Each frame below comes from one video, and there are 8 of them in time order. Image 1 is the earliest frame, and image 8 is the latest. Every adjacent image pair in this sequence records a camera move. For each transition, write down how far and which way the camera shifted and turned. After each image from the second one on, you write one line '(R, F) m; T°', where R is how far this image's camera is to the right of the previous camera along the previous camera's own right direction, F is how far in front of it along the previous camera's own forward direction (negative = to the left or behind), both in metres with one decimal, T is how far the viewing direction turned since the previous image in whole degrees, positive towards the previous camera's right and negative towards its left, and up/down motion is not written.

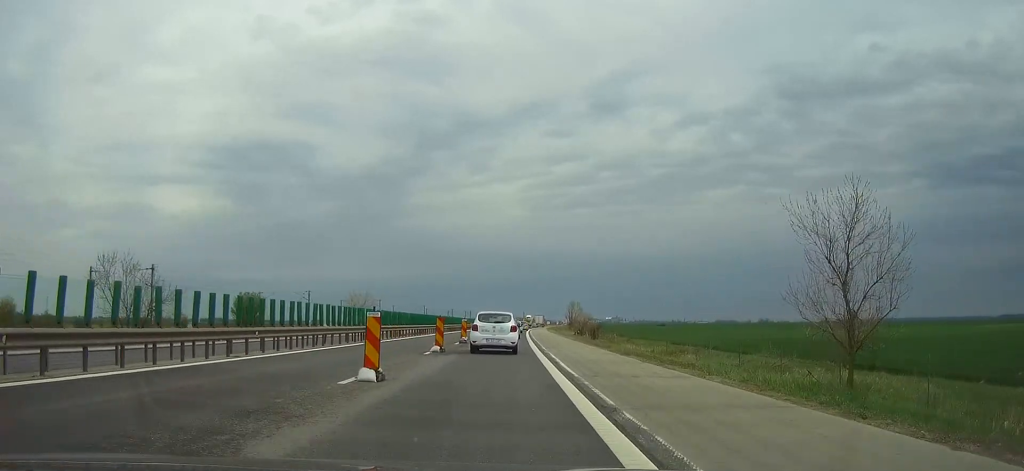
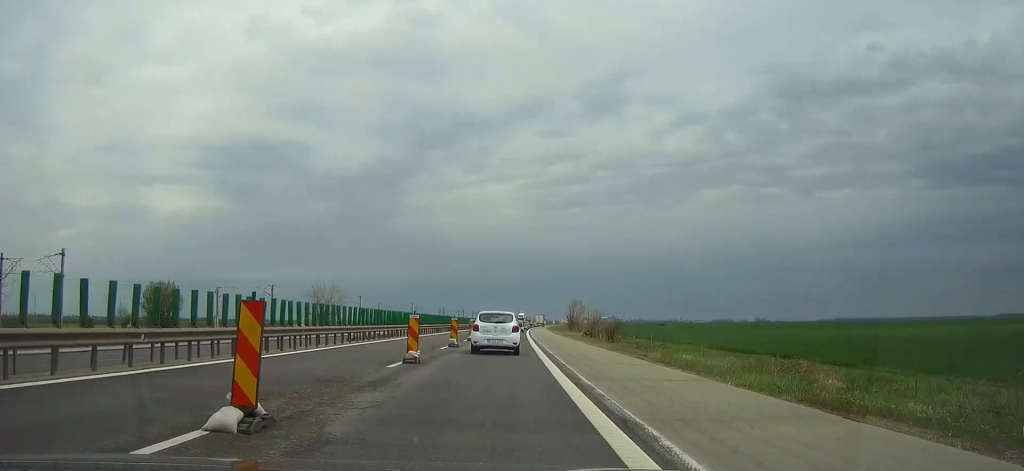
(+0.2, +18.8) m; 0°
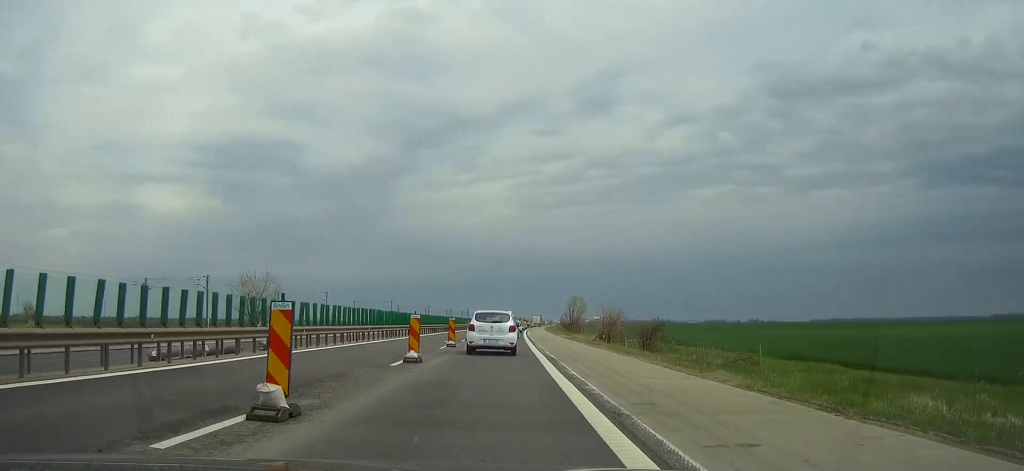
(+0.1, +23.0) m; +1°
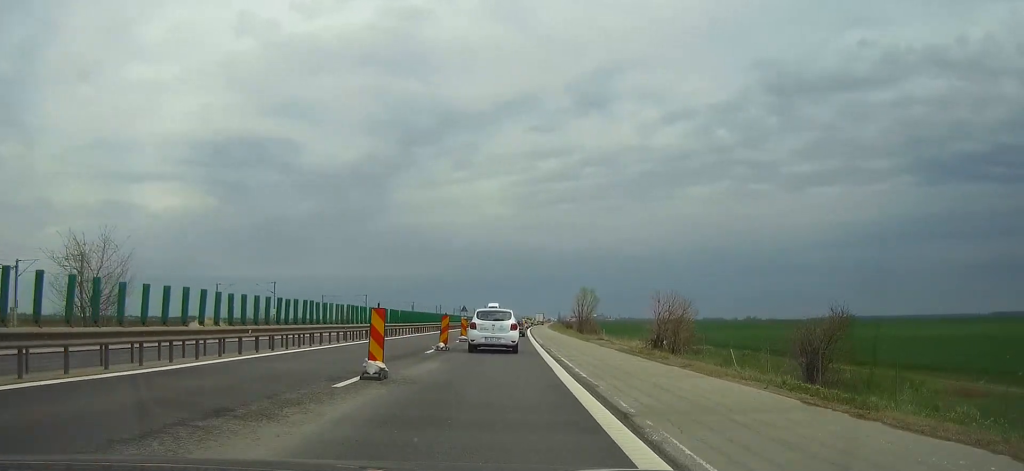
(+0.3, +29.3) m; +1°
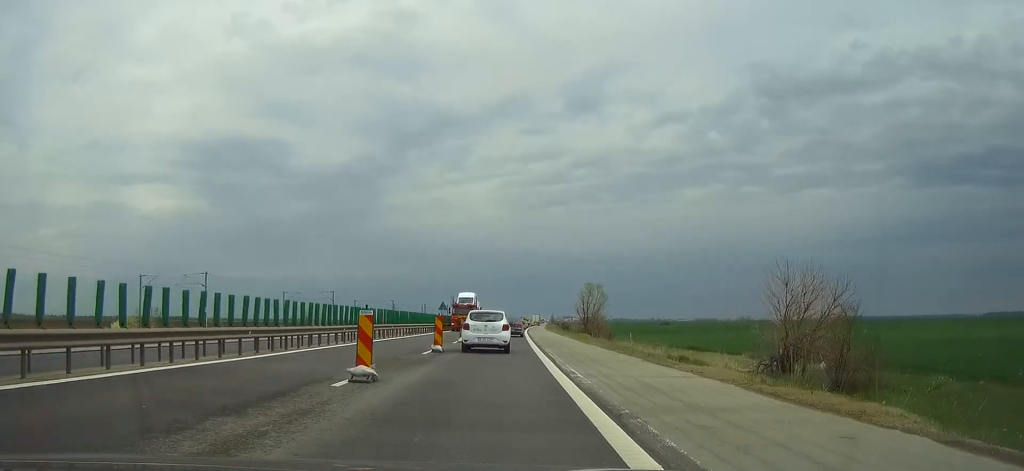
(+0.1, +23.8) m; 0°
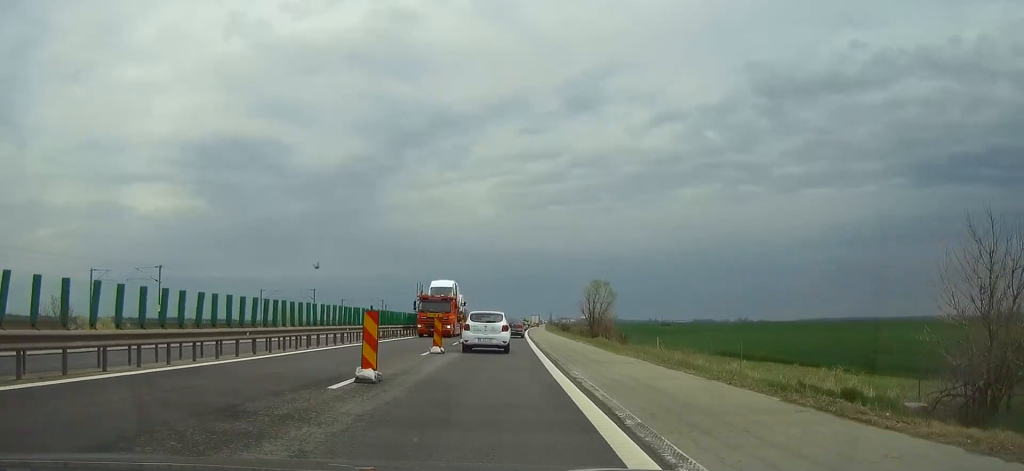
(0.0, +12.2) m; 0°
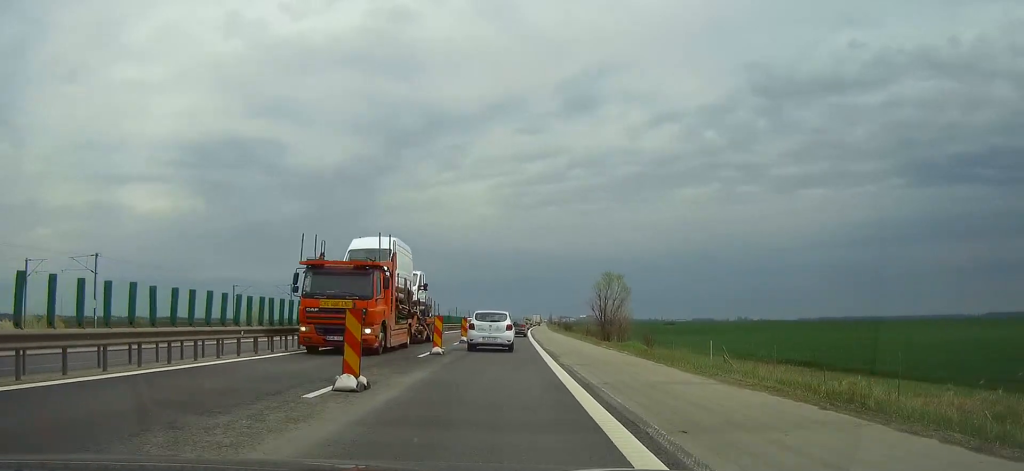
(0.0, +13.6) m; 0°
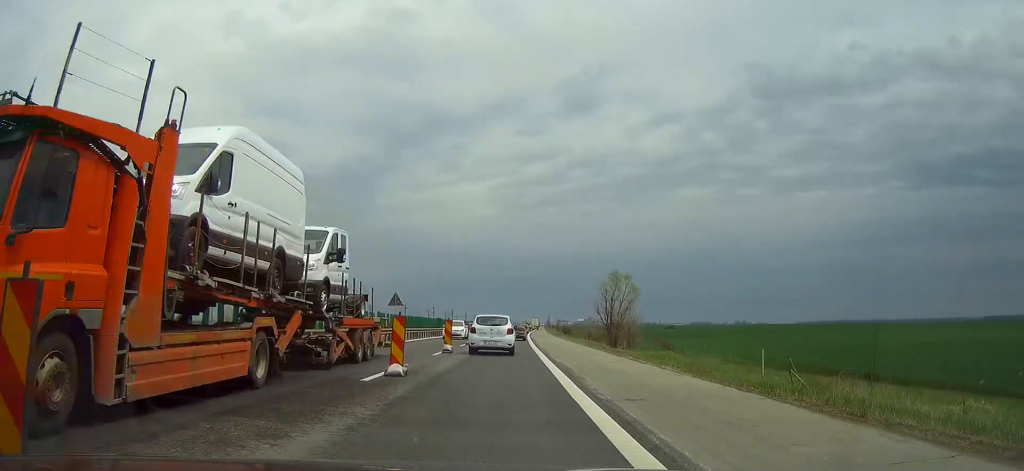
(+0.1, +8.1) m; 0°
